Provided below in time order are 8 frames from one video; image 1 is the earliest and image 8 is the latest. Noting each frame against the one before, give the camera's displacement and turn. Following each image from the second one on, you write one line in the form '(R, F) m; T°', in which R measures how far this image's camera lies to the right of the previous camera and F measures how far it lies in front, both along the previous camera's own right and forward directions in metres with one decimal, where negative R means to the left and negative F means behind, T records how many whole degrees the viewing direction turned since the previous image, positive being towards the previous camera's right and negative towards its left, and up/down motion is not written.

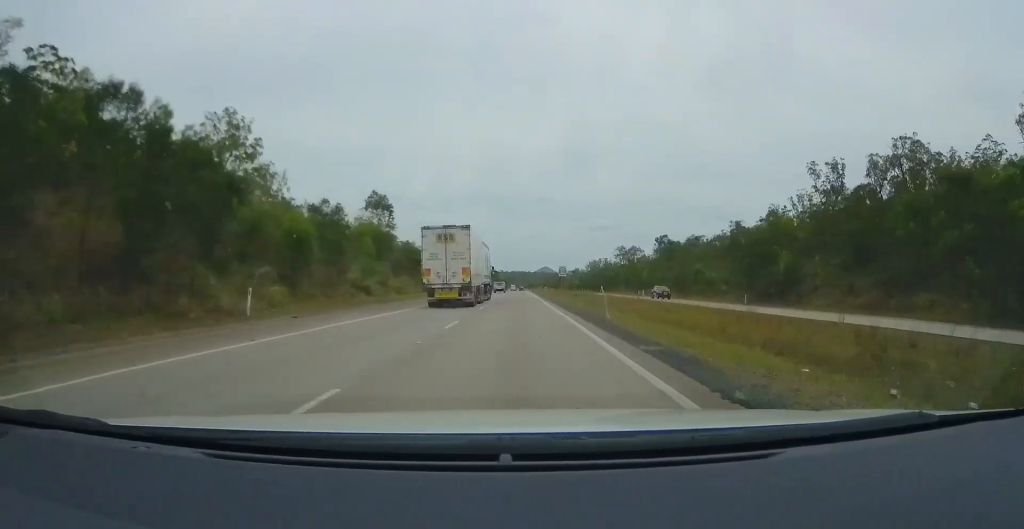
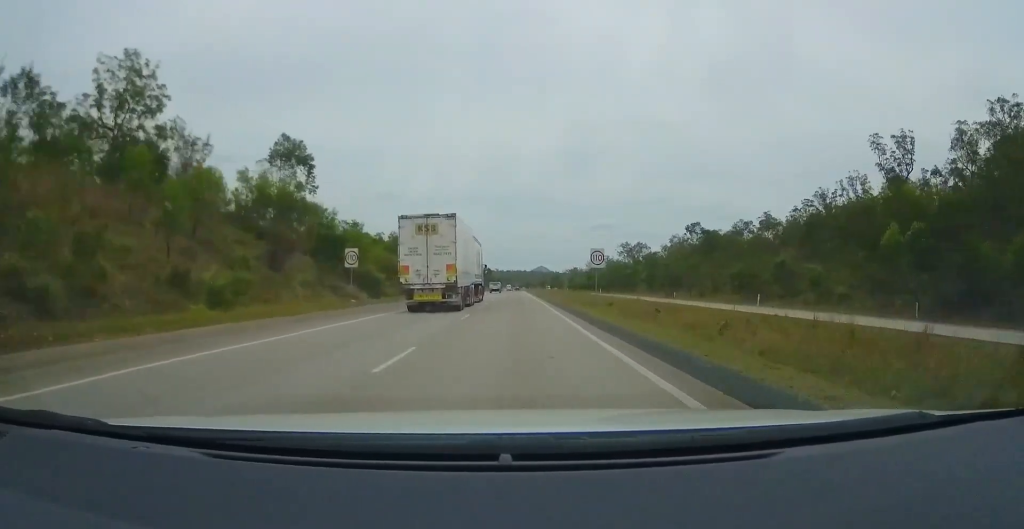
(+0.1, +31.6) m; +1°
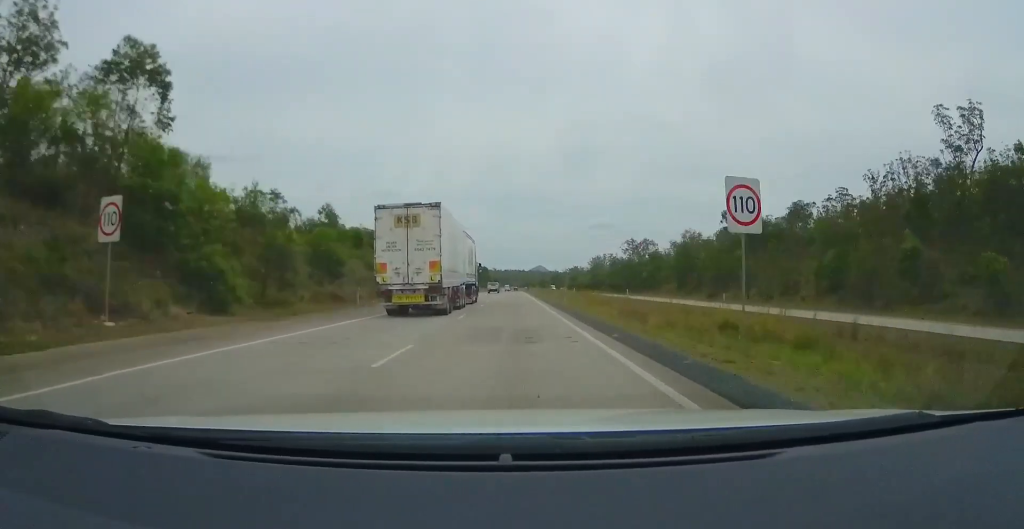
(+0.3, +23.0) m; +1°
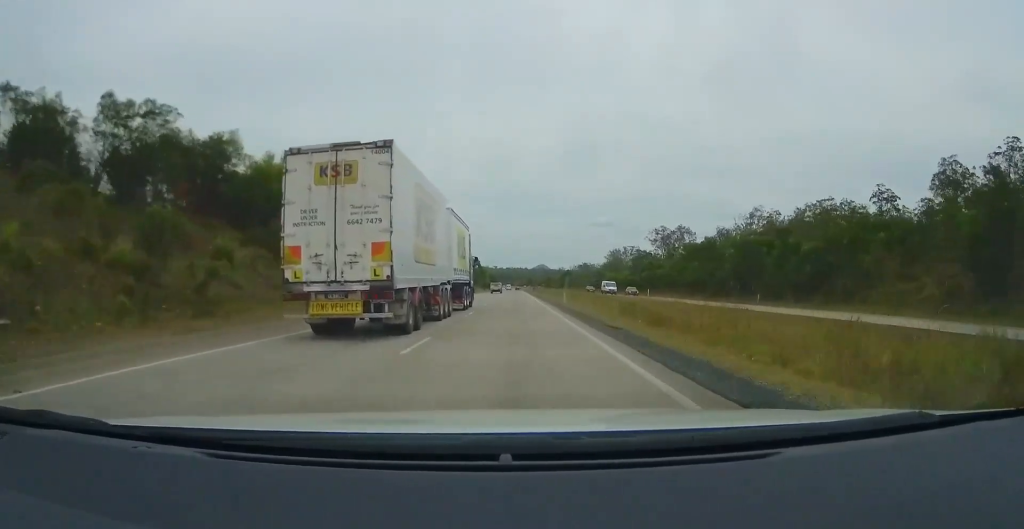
(-0.5, +70.2) m; -1°
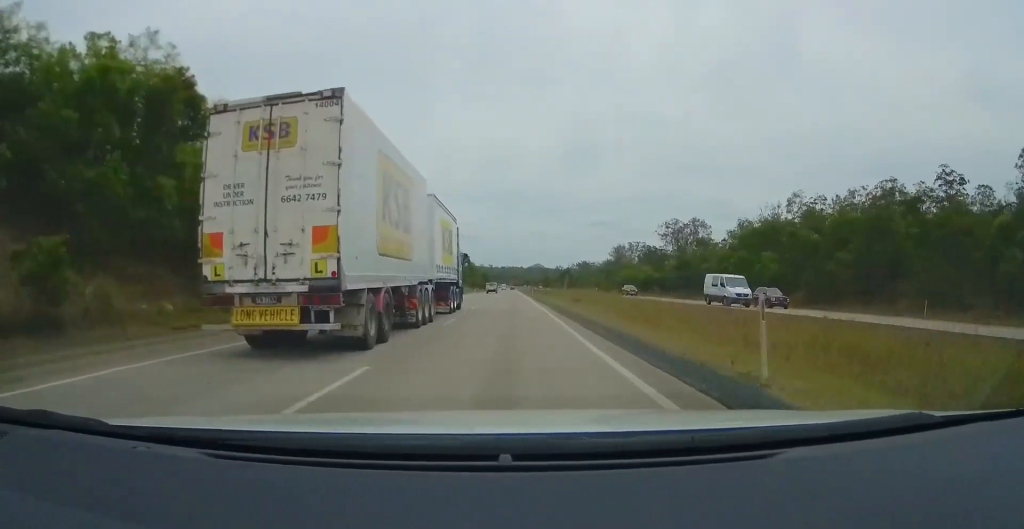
(0.0, +27.8) m; +1°
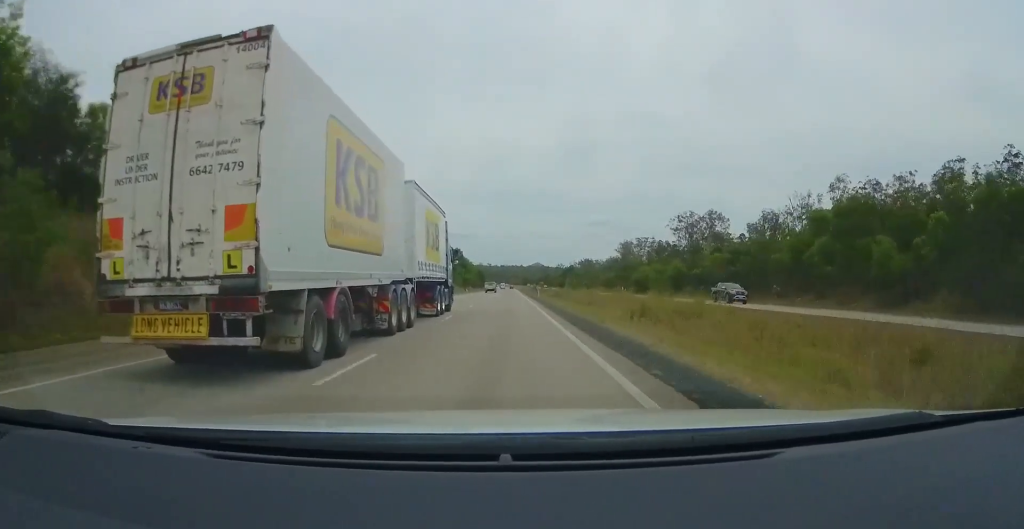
(+0.3, +23.0) m; +1°
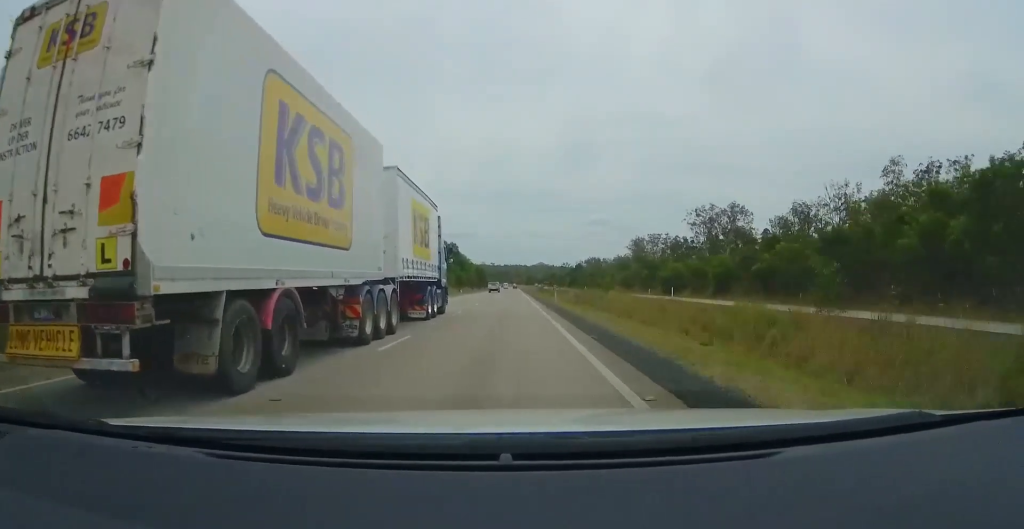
(+0.1, +19.4) m; 0°
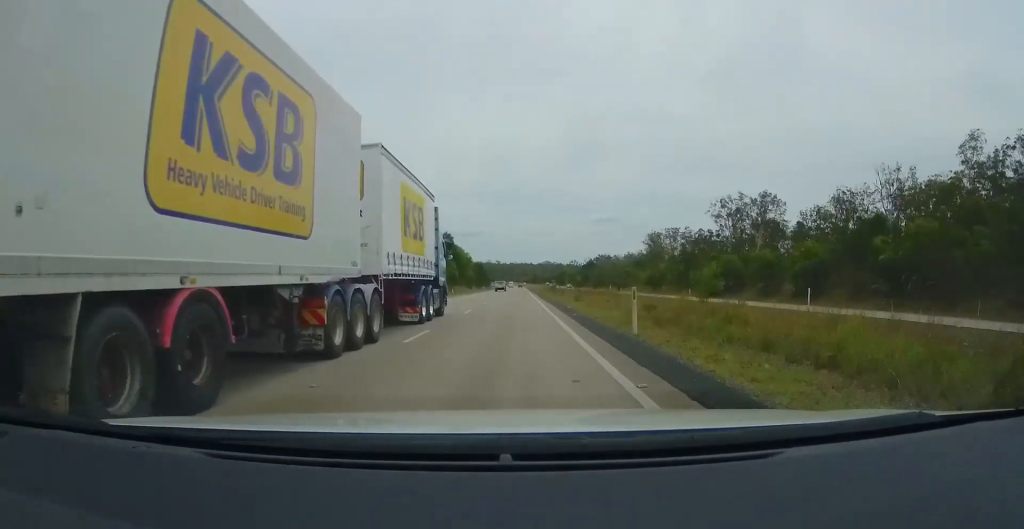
(0.0, +23.1) m; 0°
